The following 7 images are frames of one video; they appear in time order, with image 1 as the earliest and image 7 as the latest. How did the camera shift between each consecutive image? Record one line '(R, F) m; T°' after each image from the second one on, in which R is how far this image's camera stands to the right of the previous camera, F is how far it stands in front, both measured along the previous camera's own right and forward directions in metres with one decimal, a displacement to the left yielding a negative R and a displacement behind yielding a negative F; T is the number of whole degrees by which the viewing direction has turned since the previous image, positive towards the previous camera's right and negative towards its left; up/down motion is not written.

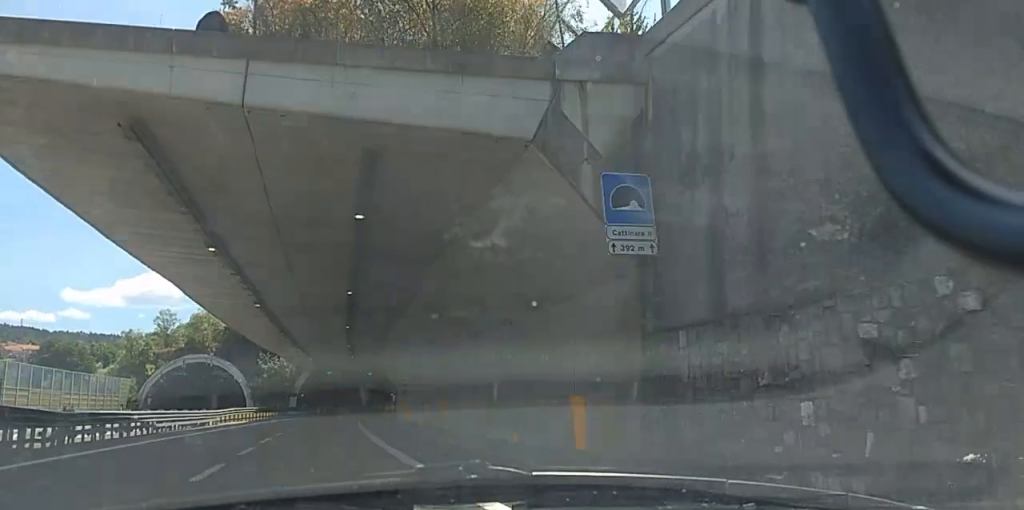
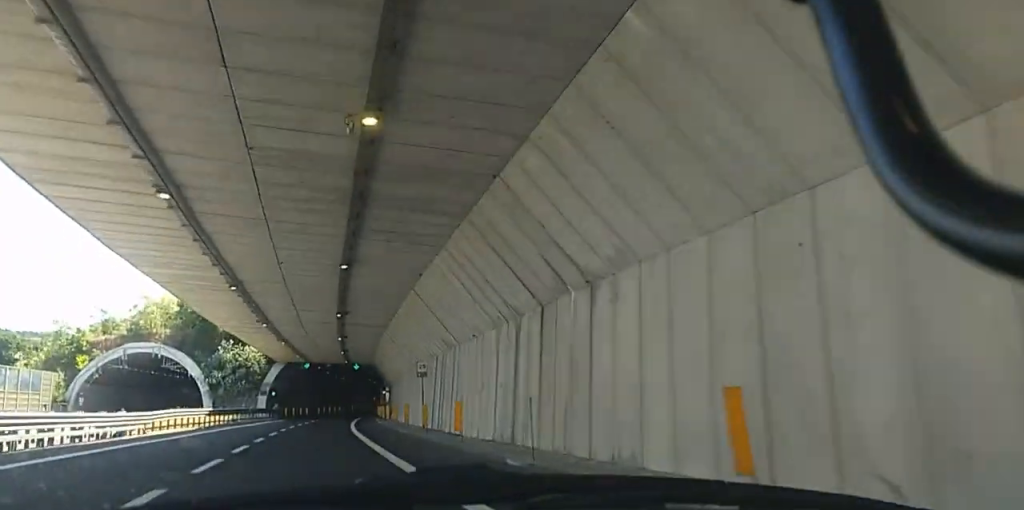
(+0.3, +19.6) m; +1°
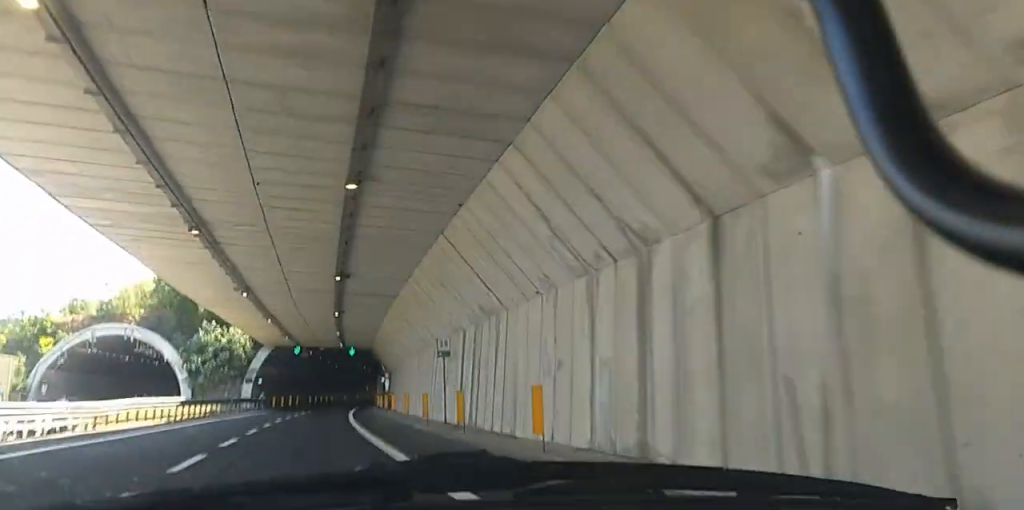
(0.0, +9.1) m; 0°
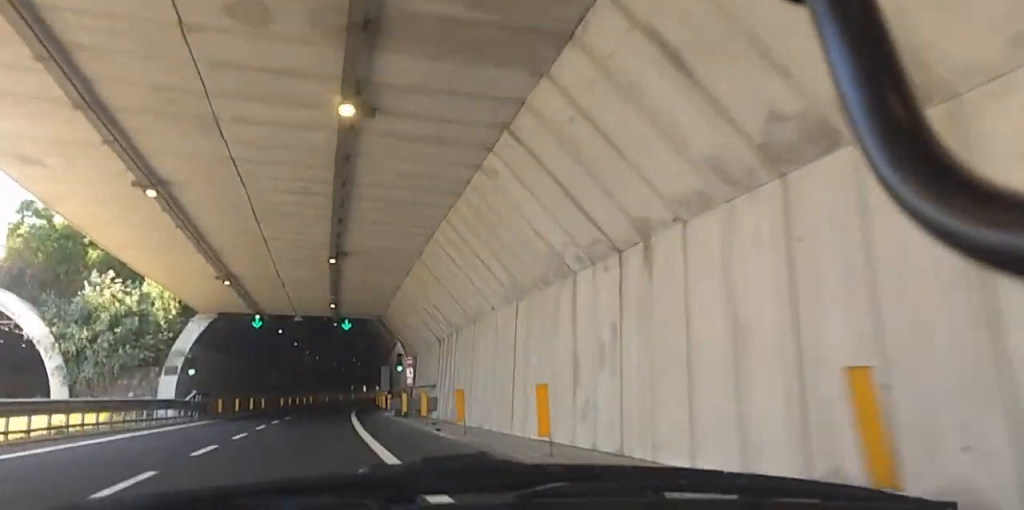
(+0.7, +33.5) m; +2°
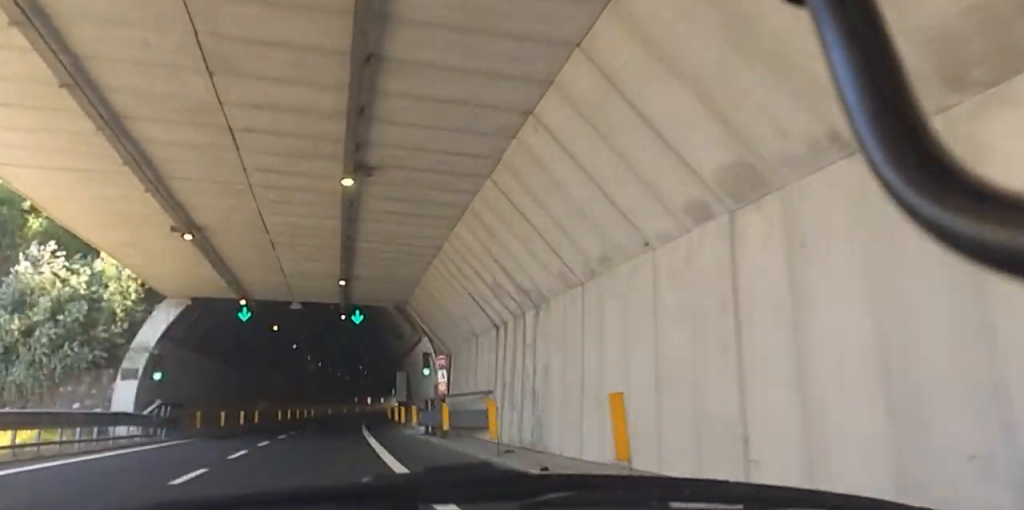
(+0.3, +11.2) m; 0°
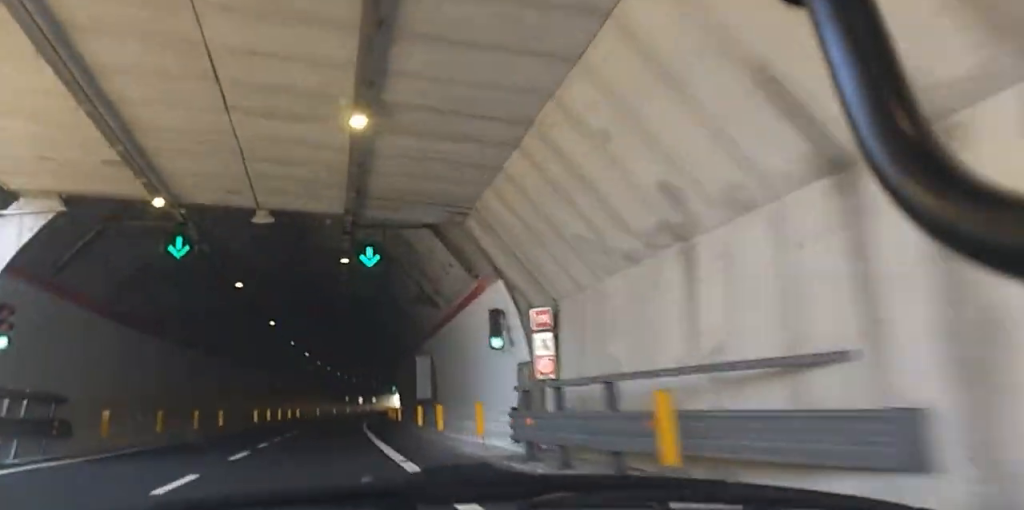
(-0.5, +16.7) m; 0°
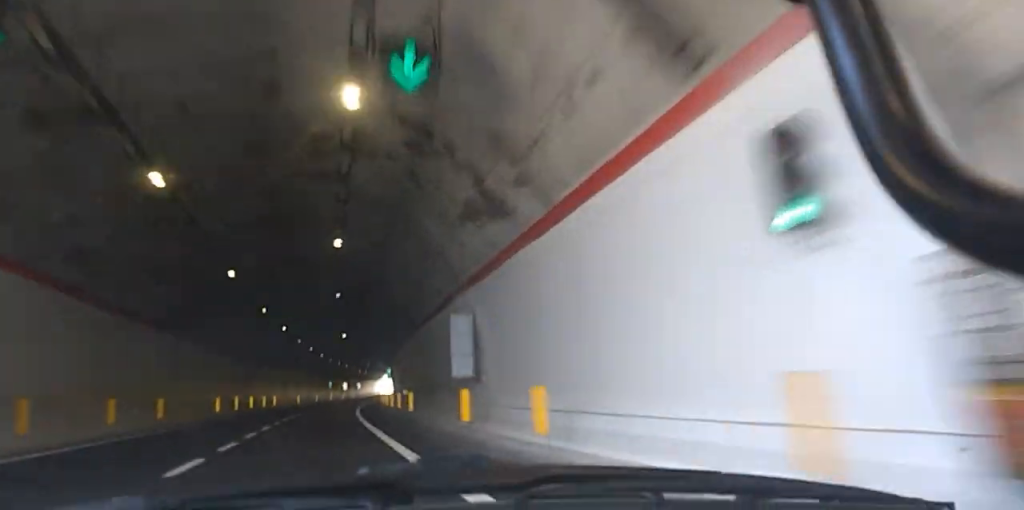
(+0.2, +14.6) m; 0°
